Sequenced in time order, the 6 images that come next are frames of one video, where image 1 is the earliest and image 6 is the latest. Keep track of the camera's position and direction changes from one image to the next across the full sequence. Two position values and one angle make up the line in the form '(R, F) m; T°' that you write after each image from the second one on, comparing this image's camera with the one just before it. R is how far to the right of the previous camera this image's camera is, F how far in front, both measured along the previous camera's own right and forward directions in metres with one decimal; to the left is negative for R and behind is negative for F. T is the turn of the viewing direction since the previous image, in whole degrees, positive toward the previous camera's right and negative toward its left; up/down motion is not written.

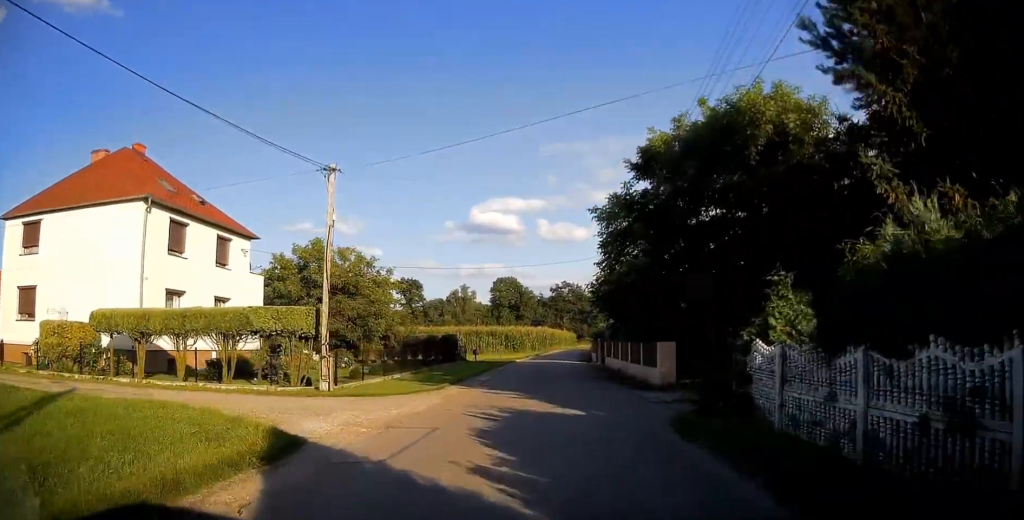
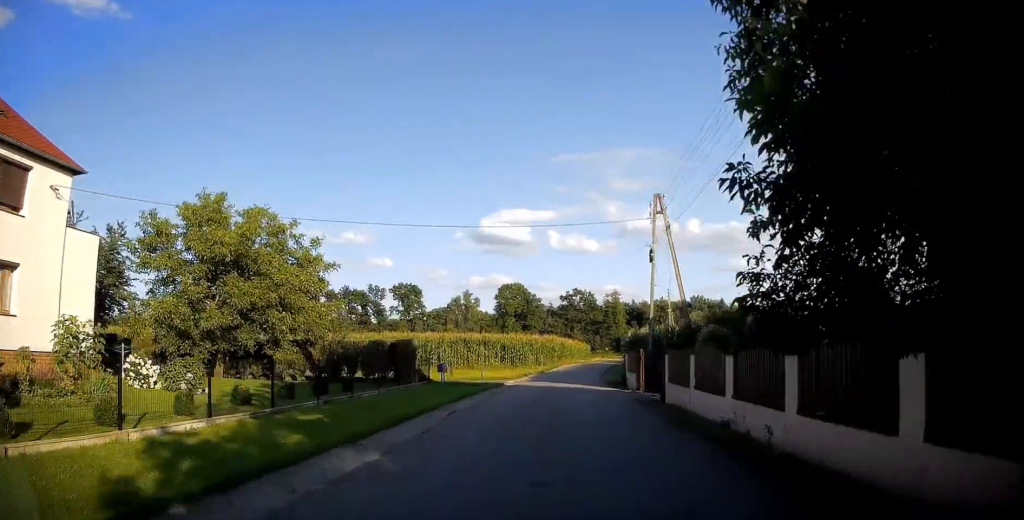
(-0.1, +11.1) m; -1°
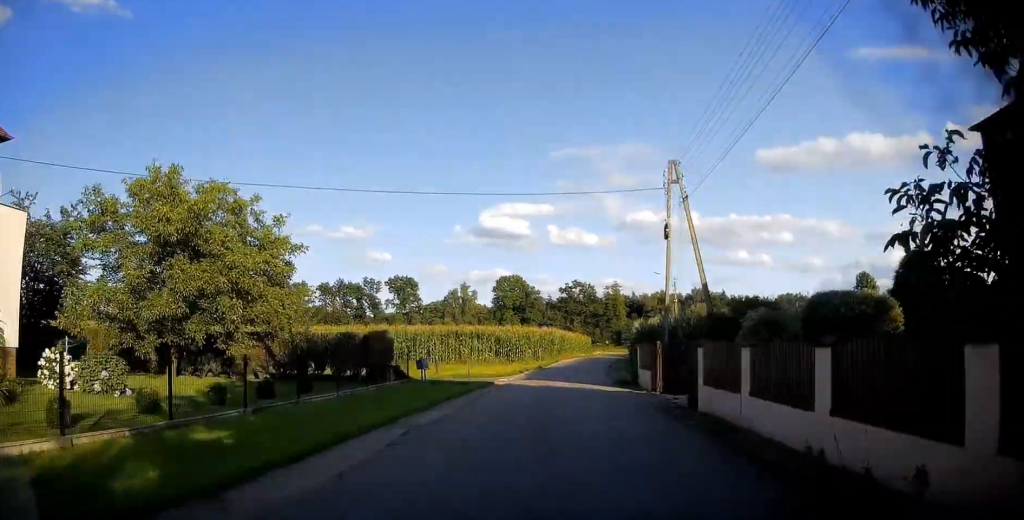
(0.0, +3.0) m; 0°
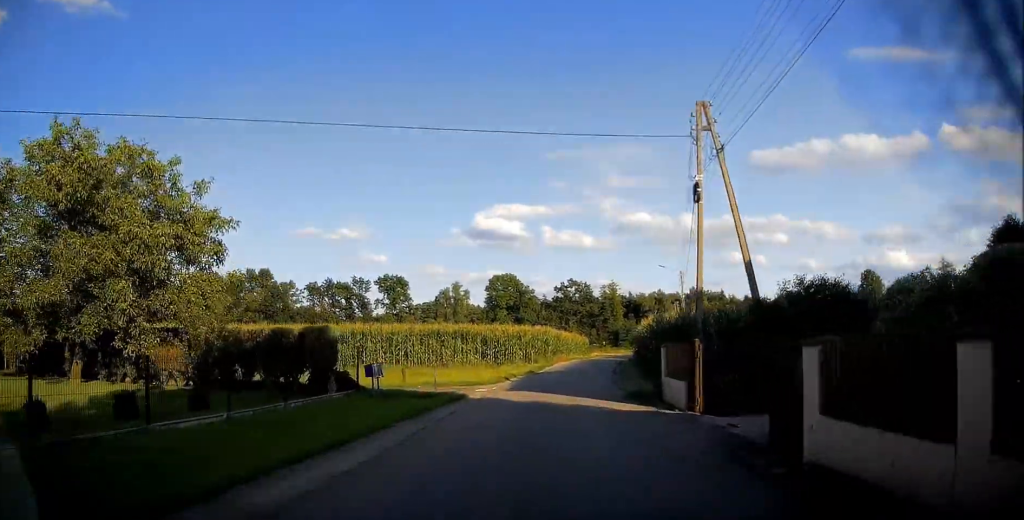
(-0.1, +5.0) m; +2°
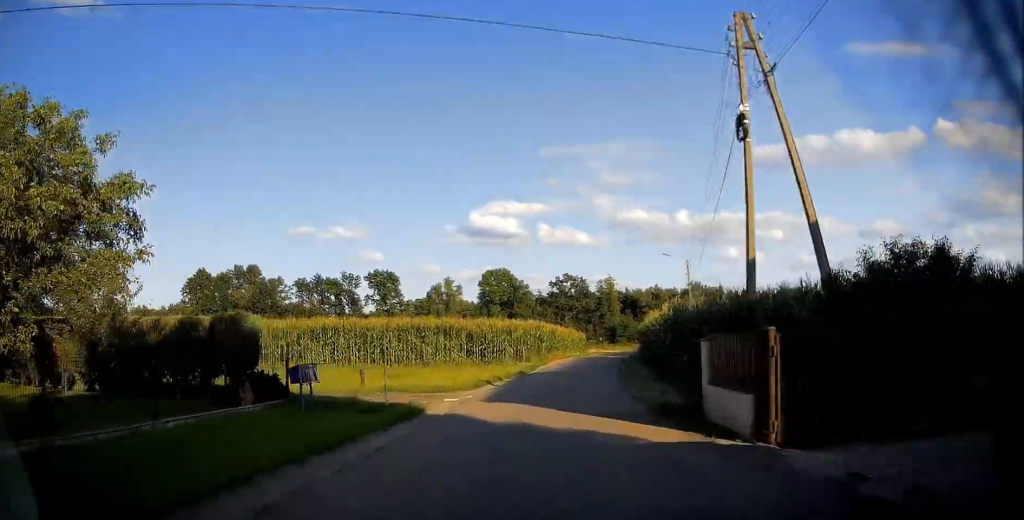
(+0.1, +4.1) m; 0°
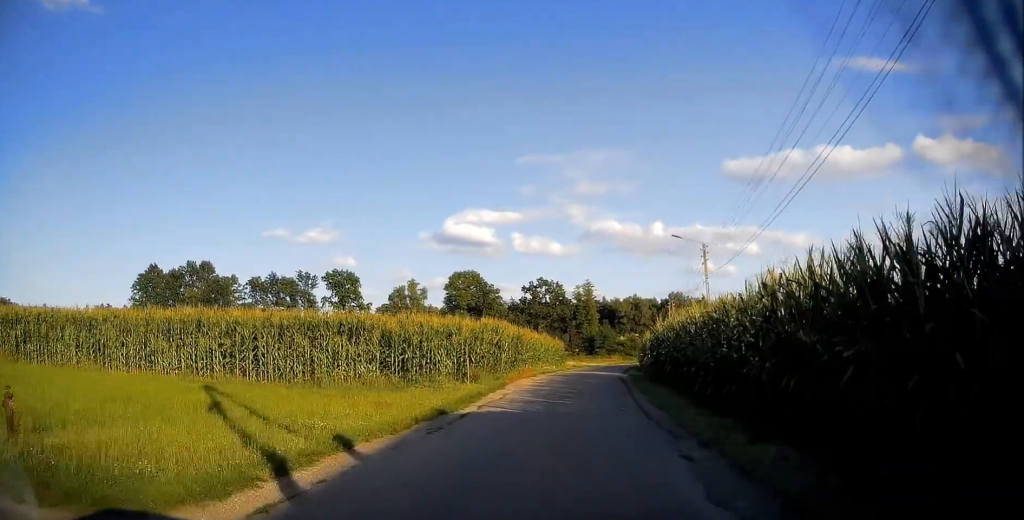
(-0.2, +13.6) m; +1°
